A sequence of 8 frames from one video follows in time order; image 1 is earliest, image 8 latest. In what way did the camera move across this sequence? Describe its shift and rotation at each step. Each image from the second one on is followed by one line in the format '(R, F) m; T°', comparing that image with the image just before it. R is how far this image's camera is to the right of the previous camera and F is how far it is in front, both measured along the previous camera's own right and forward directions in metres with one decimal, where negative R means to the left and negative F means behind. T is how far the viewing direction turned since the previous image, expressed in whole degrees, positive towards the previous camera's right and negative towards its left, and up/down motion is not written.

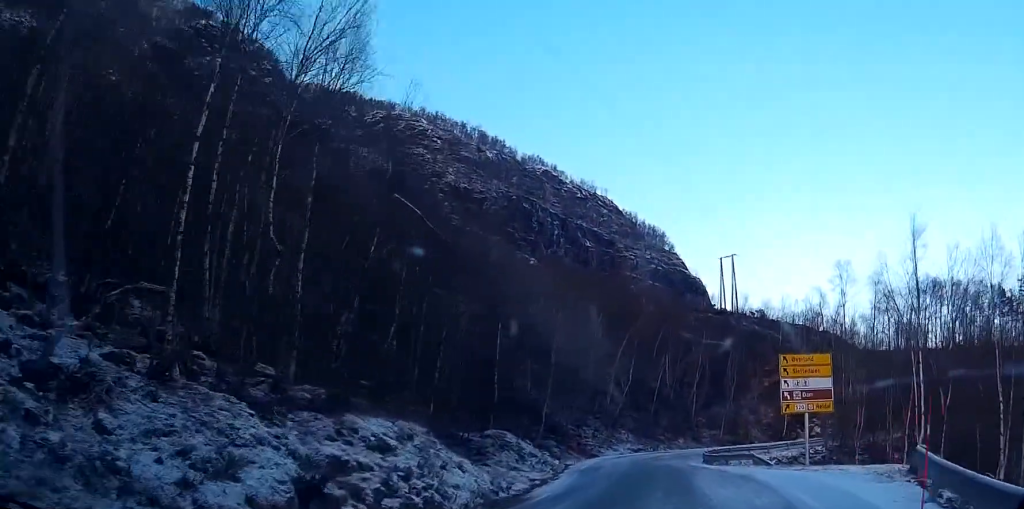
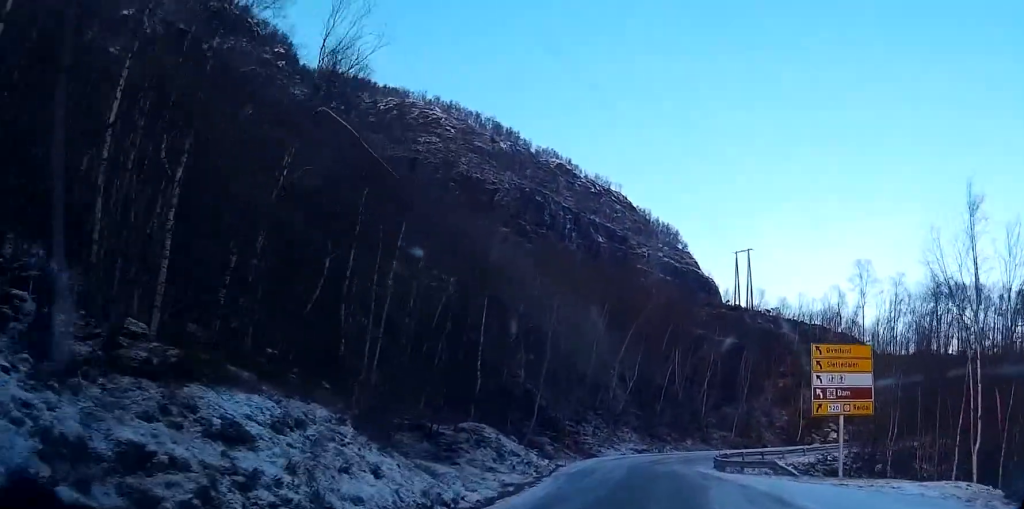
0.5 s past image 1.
(-0.1, +5.2) m; -3°
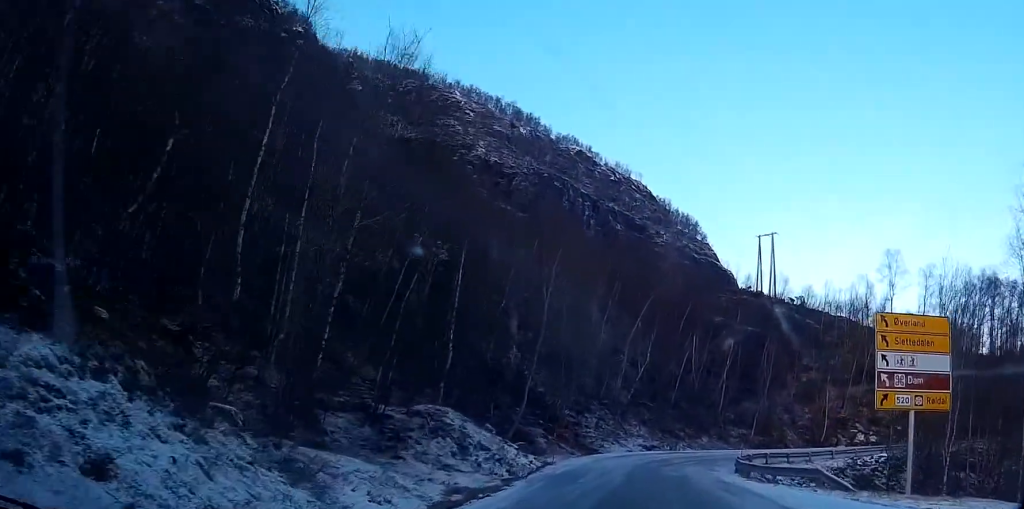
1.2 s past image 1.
(-0.2, +6.4) m; -2°
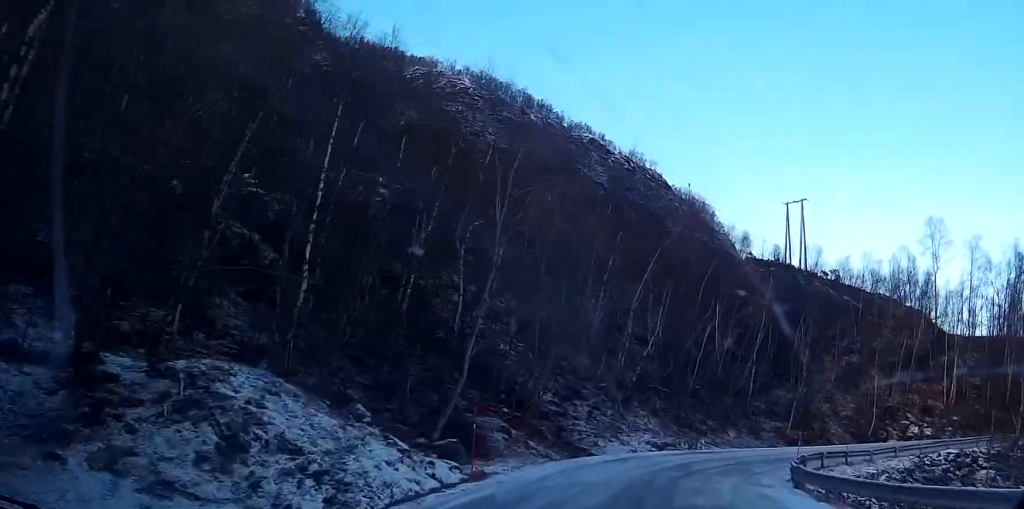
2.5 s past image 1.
(-0.1, +12.4) m; -1°
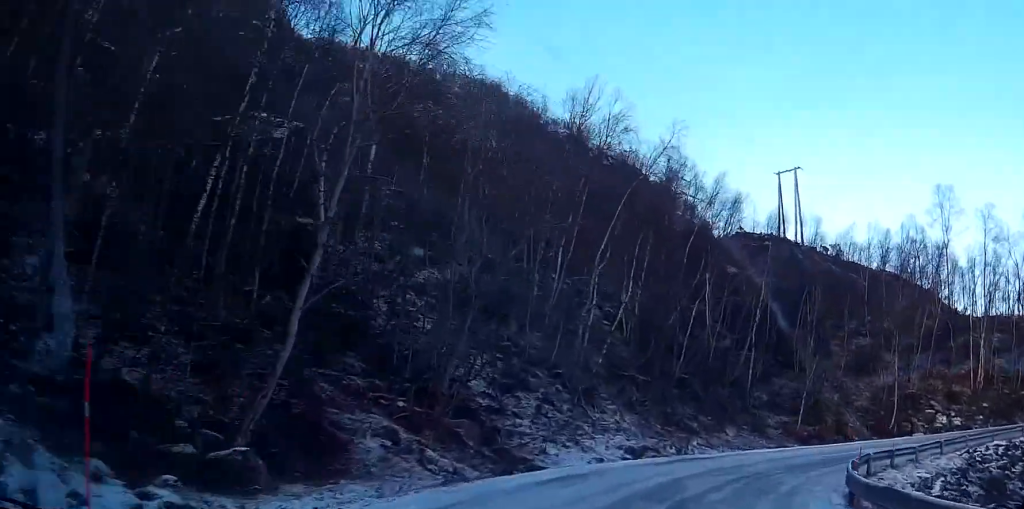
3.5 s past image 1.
(-0.2, +10.3) m; +1°
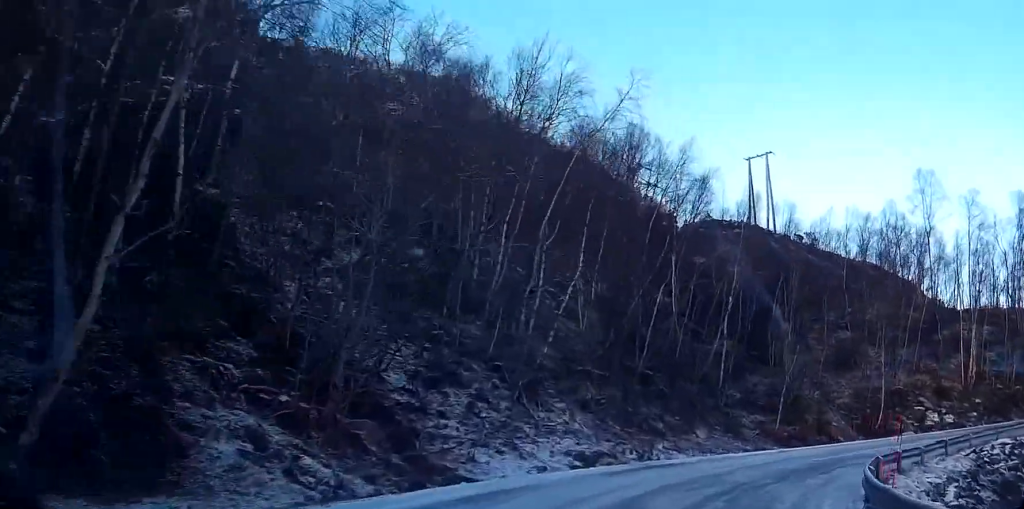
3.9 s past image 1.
(-0.1, +4.8) m; +3°
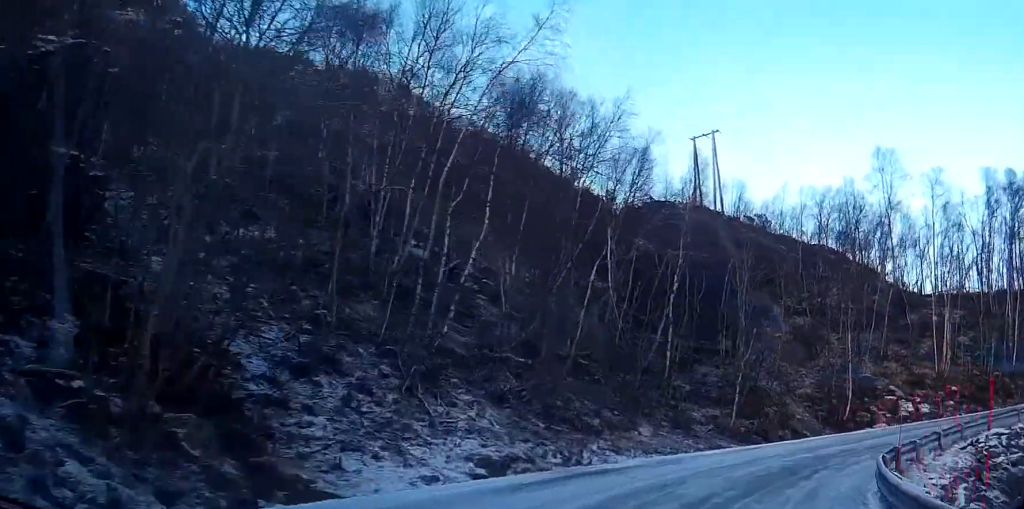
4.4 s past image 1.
(+0.3, +5.1) m; +7°
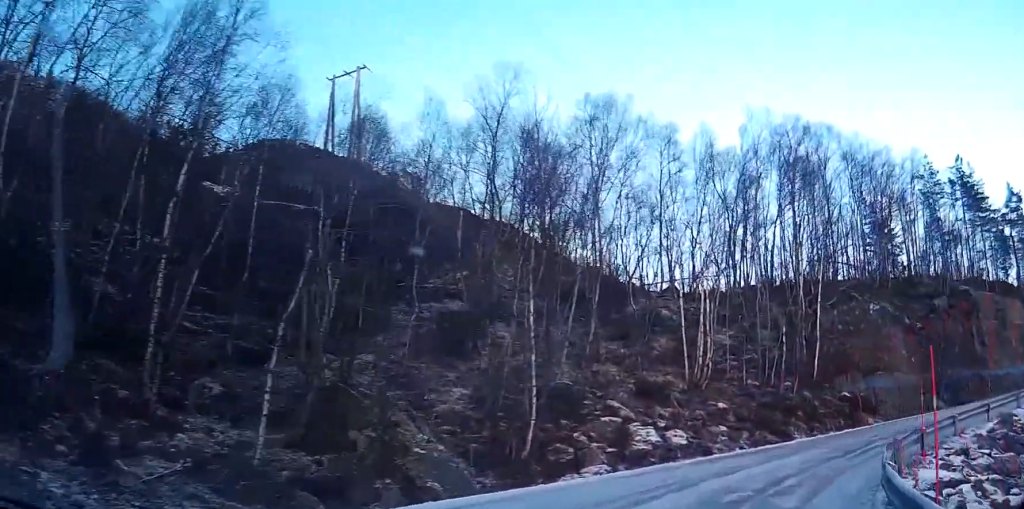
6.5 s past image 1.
(+3.8, +19.2) m; +23°
